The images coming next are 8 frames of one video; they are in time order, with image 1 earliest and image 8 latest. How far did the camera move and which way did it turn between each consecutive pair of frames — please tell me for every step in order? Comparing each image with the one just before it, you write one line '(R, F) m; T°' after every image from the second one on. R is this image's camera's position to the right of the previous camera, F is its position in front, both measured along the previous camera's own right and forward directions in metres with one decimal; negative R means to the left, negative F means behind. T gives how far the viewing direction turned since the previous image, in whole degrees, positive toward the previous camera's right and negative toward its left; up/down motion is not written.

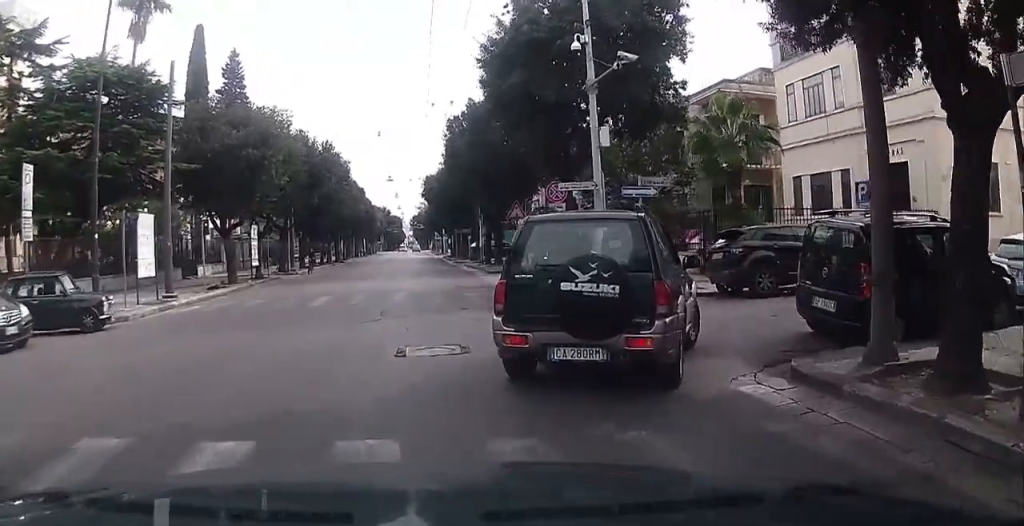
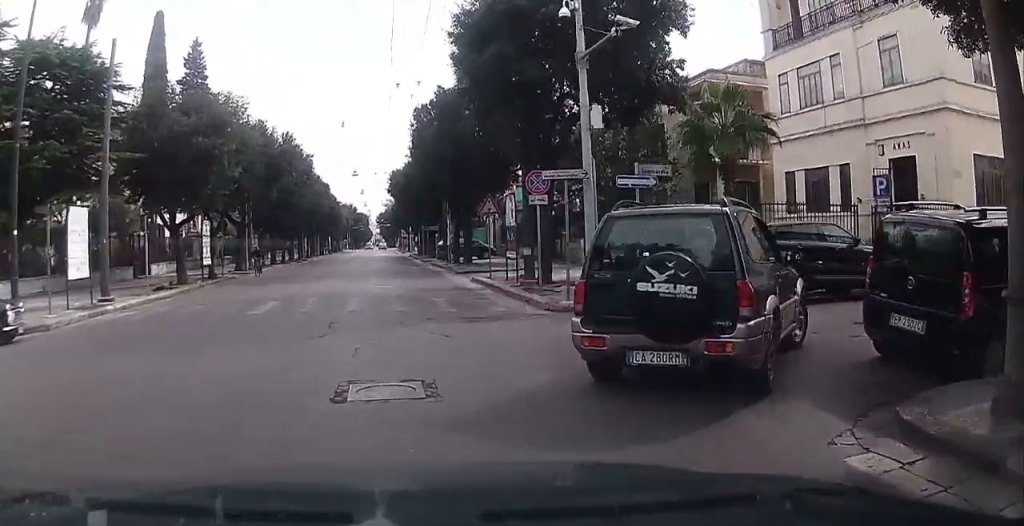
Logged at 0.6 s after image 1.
(-0.1, +2.5) m; 0°
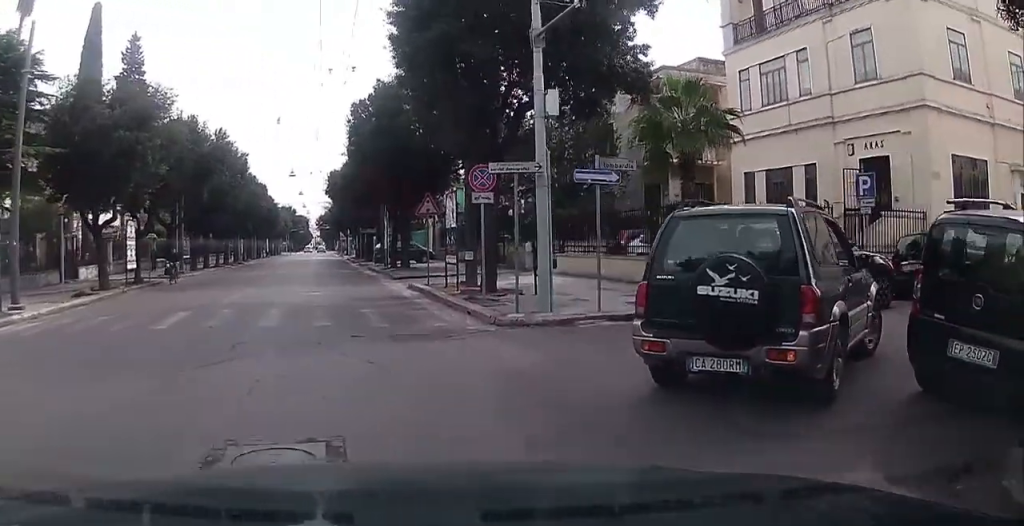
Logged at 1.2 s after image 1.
(0.0, +1.9) m; +6°
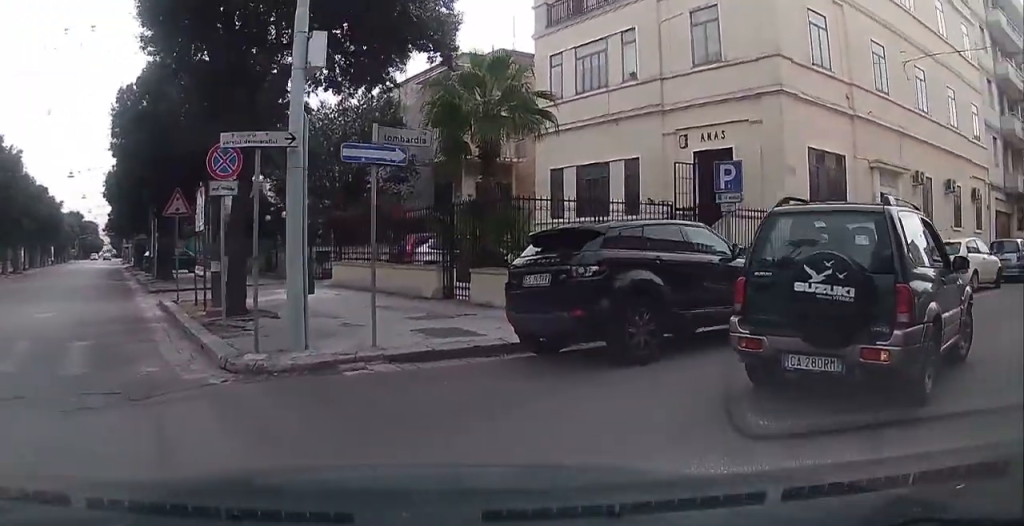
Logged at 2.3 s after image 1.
(+0.5, +3.5) m; +23°
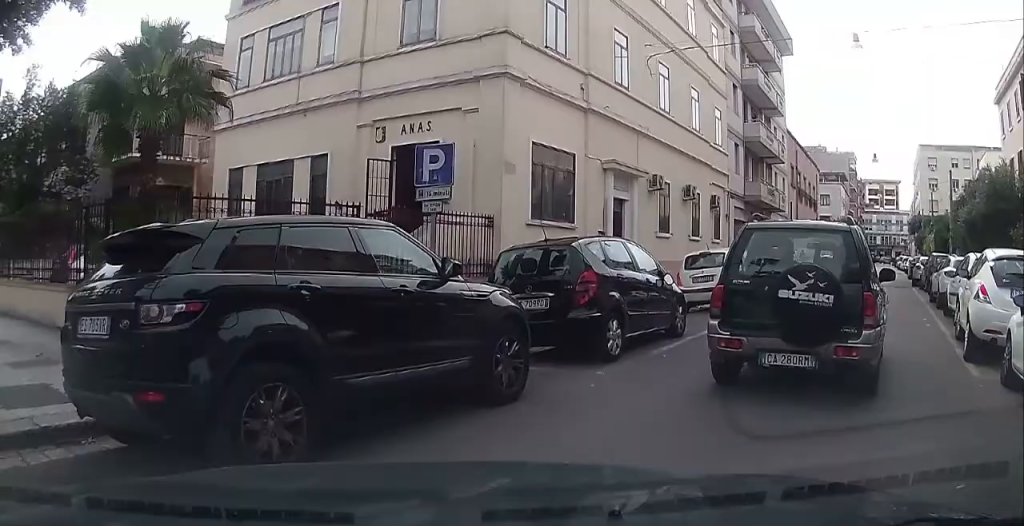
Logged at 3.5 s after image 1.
(+0.9, +3.3) m; +28°
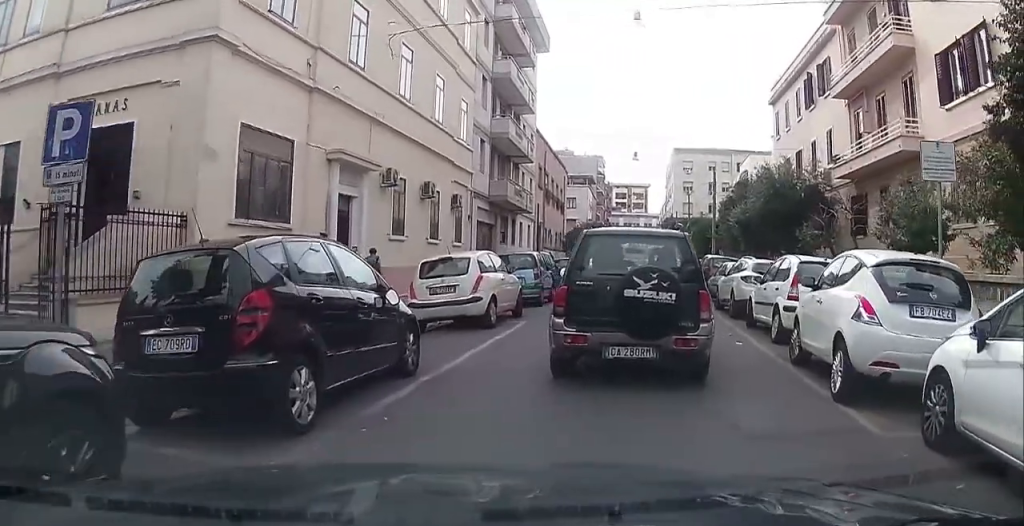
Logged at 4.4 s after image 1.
(+0.6, +3.0) m; +17°
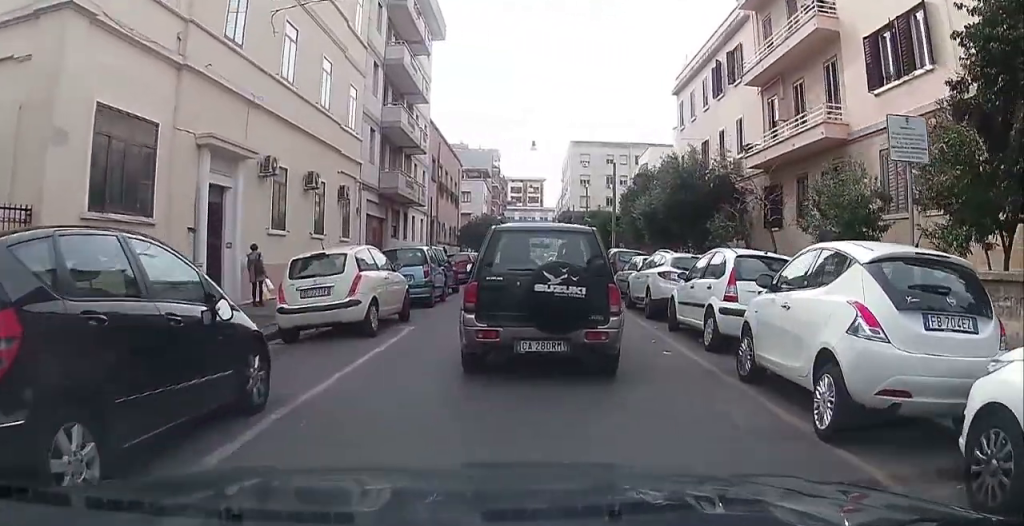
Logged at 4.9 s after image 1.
(+0.1, +1.7) m; +8°
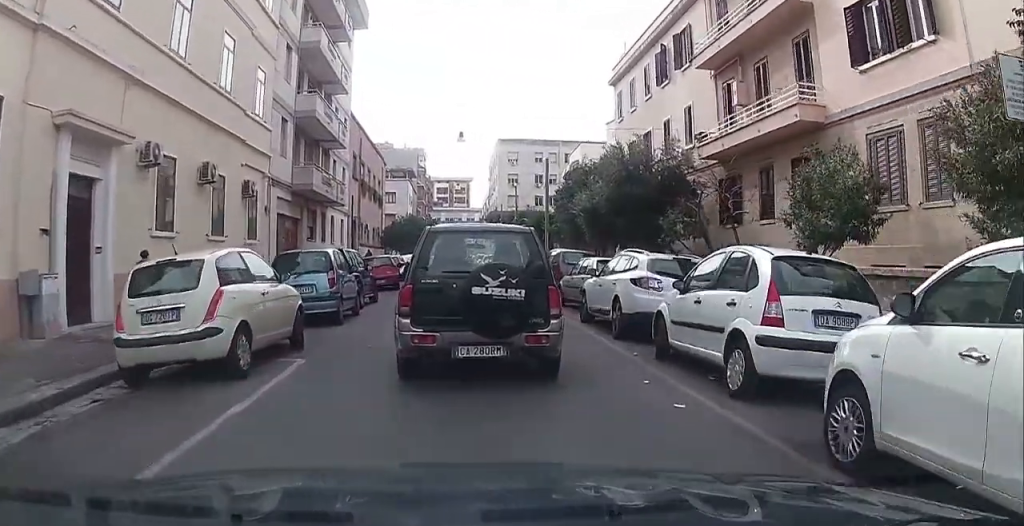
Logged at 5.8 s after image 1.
(+0.1, +3.2) m; +12°
